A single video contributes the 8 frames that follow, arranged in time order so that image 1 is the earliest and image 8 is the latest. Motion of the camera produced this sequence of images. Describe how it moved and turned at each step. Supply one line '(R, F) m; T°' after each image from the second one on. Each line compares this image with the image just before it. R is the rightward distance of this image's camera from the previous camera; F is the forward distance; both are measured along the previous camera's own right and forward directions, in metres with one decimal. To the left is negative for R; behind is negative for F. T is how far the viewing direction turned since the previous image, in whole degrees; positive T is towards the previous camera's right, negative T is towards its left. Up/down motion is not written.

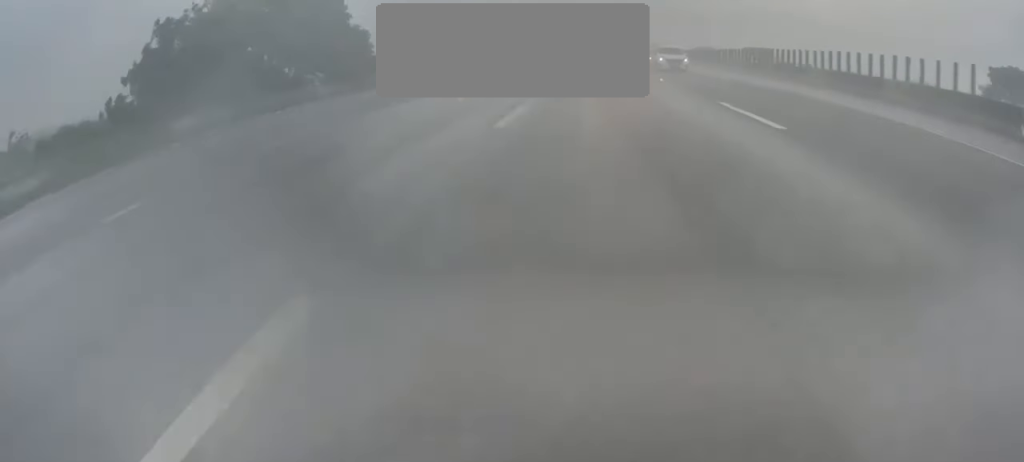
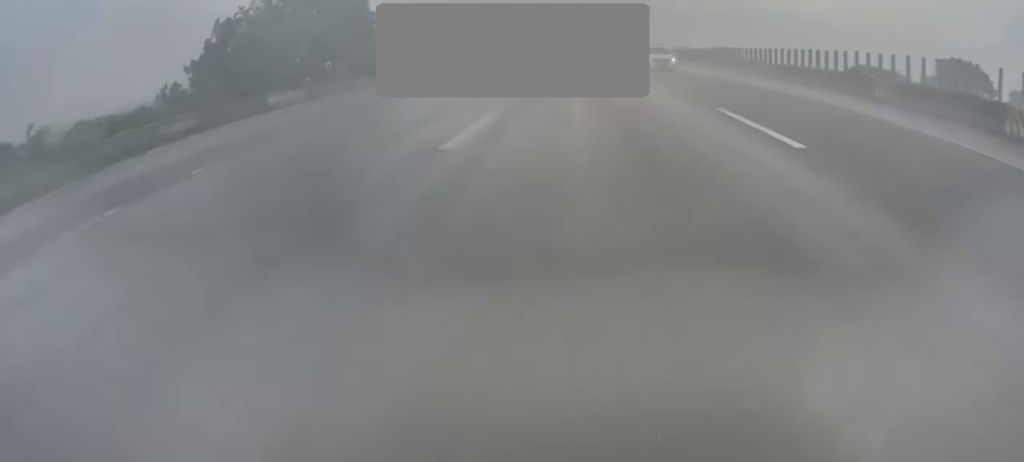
(0.0, +8.5) m; 0°
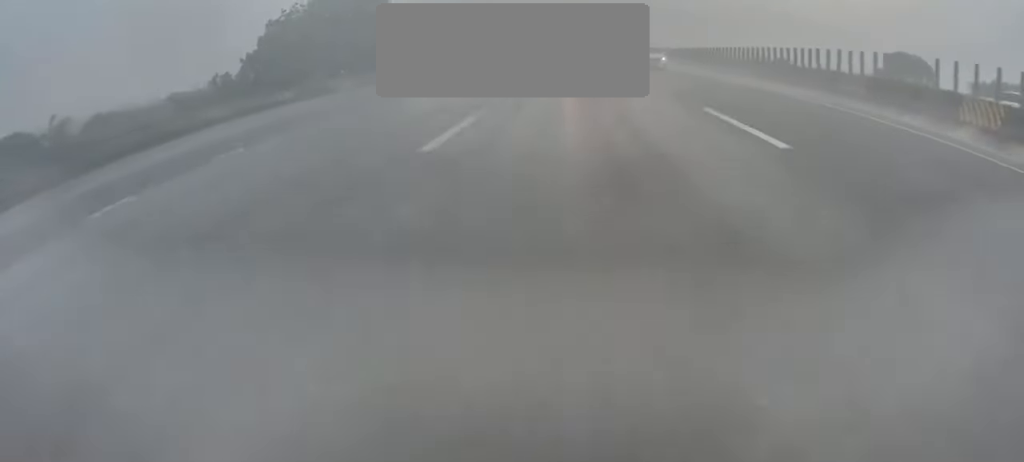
(0.0, +10.1) m; 0°
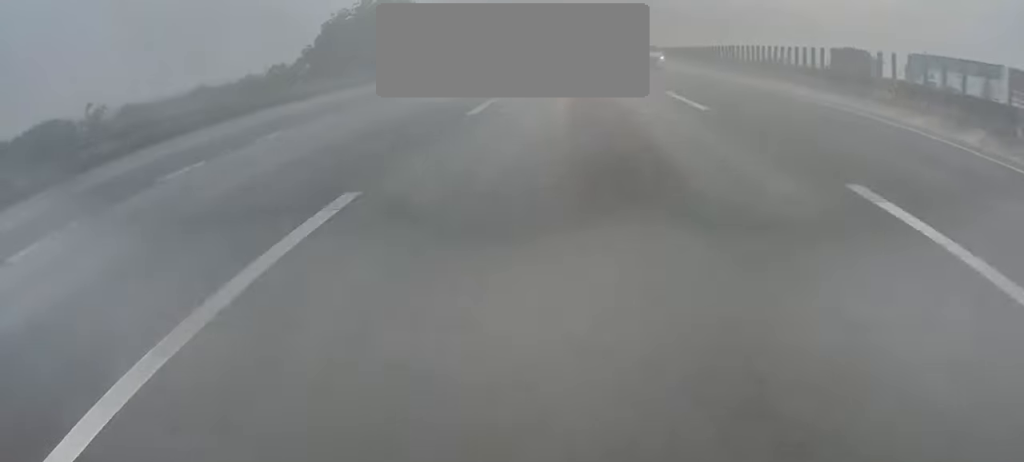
(0.0, +14.0) m; 0°
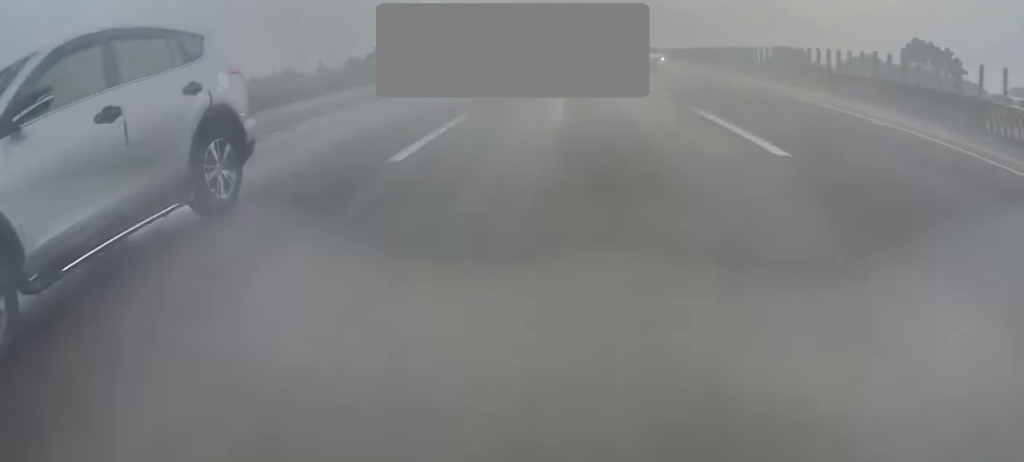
(+0.3, +25.4) m; +2°
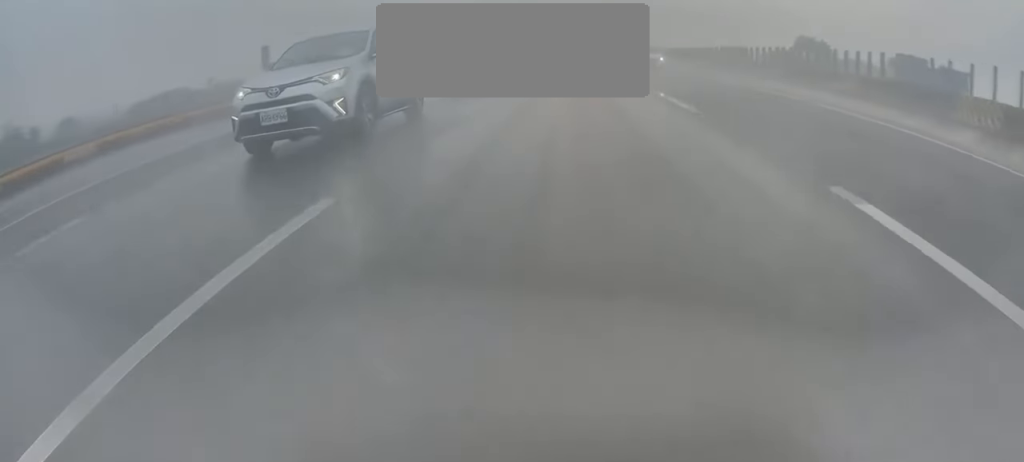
(+0.3, +33.6) m; +1°
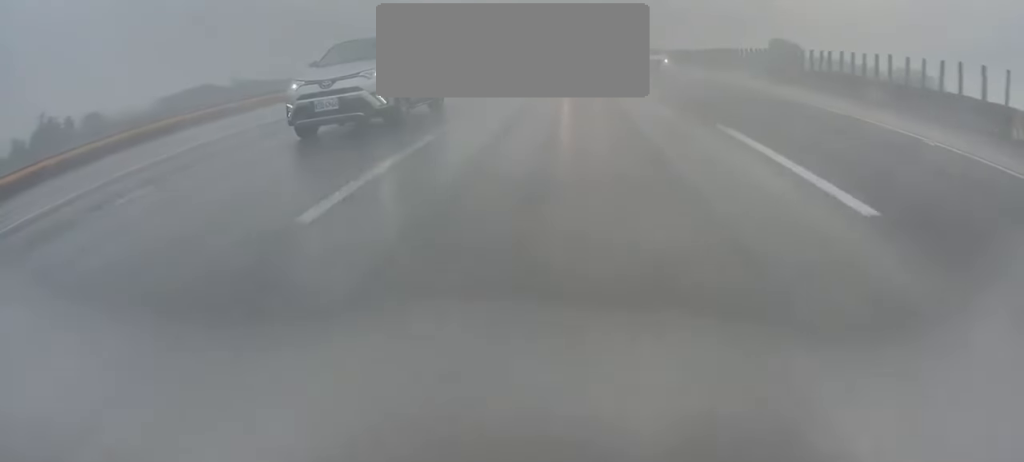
(+0.1, +14.6) m; 0°
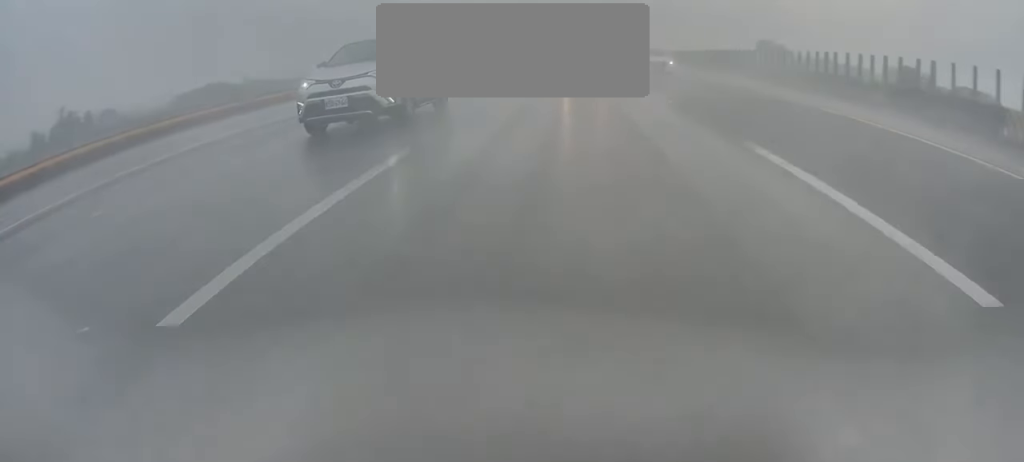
(0.0, +9.5) m; 0°
